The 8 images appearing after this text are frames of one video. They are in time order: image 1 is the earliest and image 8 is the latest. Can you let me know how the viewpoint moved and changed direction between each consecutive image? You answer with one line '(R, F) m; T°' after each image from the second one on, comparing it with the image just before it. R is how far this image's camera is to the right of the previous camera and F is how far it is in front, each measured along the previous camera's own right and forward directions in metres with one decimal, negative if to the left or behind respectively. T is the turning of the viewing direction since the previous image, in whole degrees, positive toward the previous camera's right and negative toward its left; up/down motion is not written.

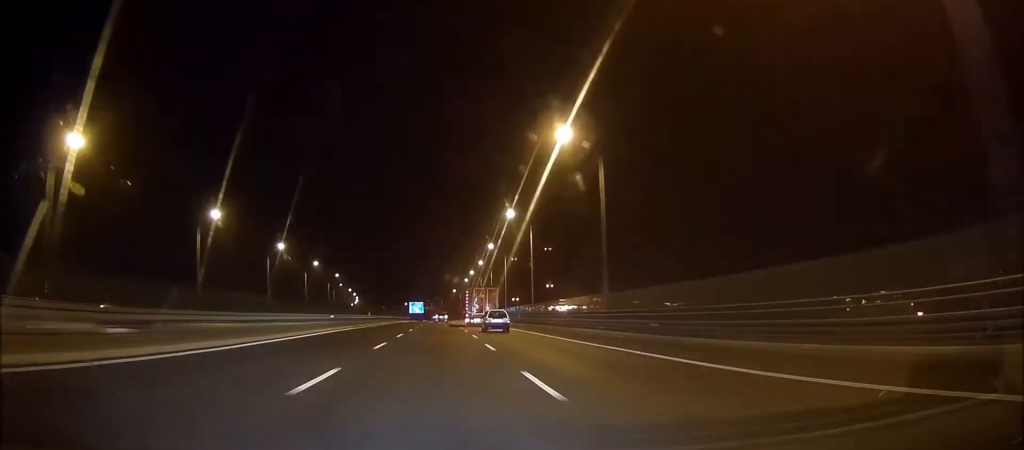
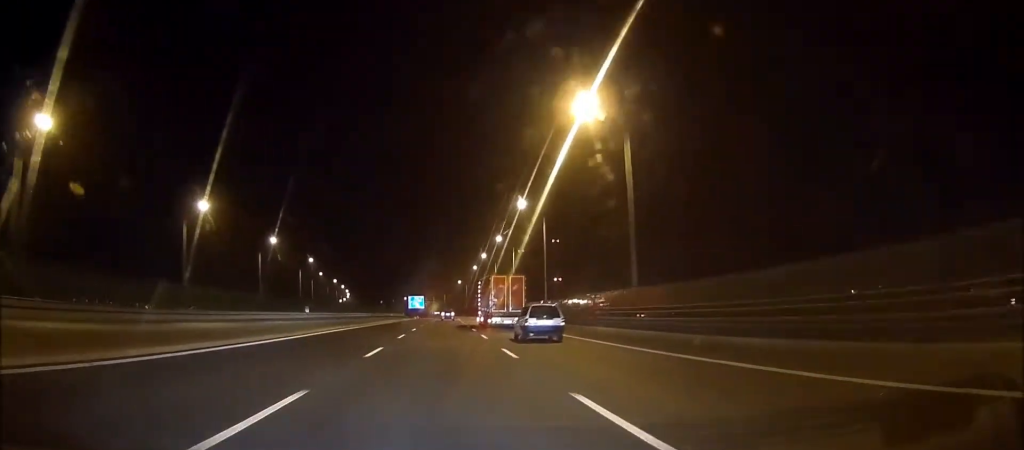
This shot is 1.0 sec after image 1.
(-0.9, +38.9) m; -2°
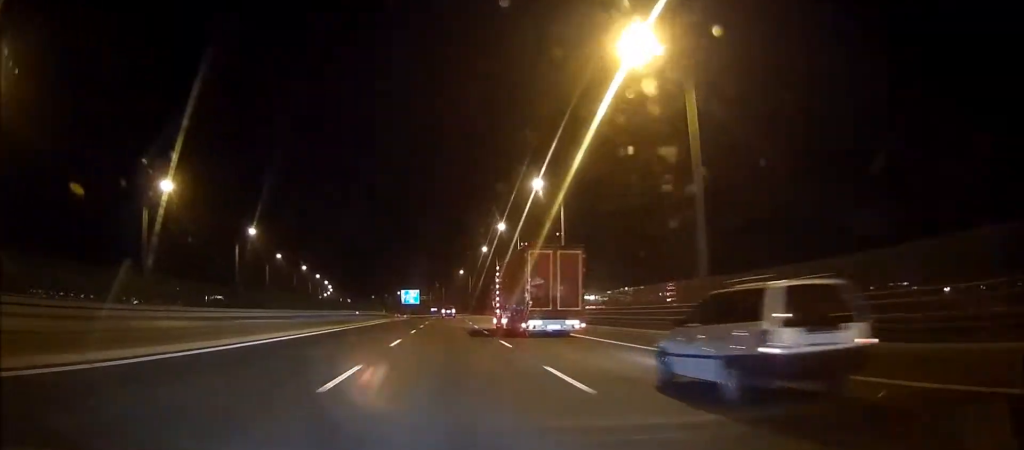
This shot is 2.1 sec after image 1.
(-0.1, +42.4) m; 0°
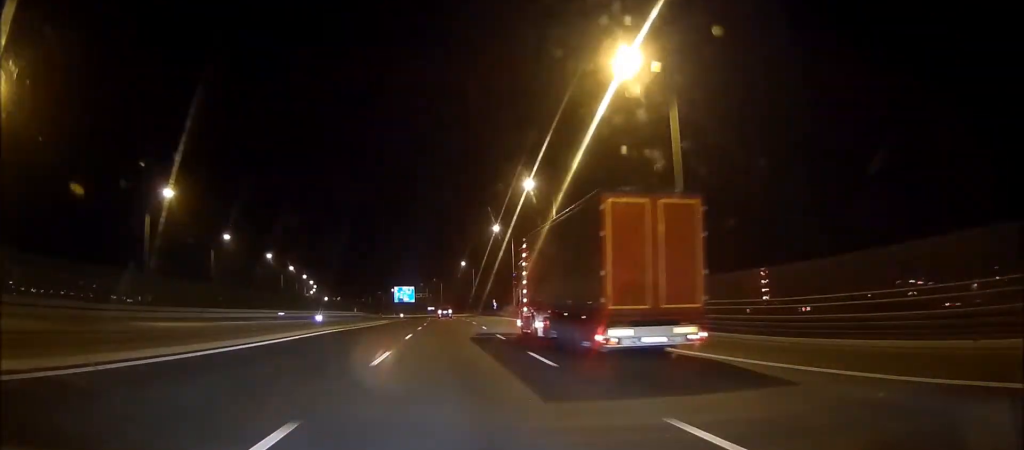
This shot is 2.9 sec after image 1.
(0.0, +30.4) m; 0°
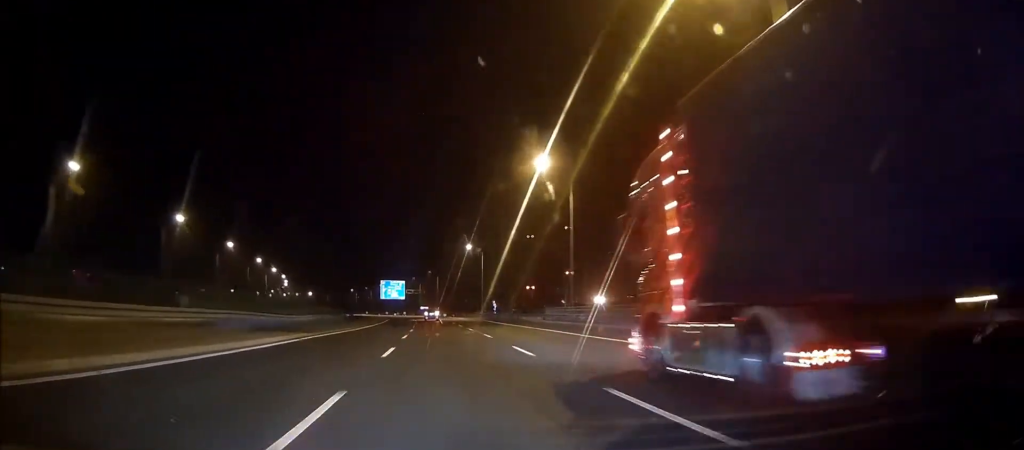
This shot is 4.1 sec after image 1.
(0.0, +44.0) m; 0°
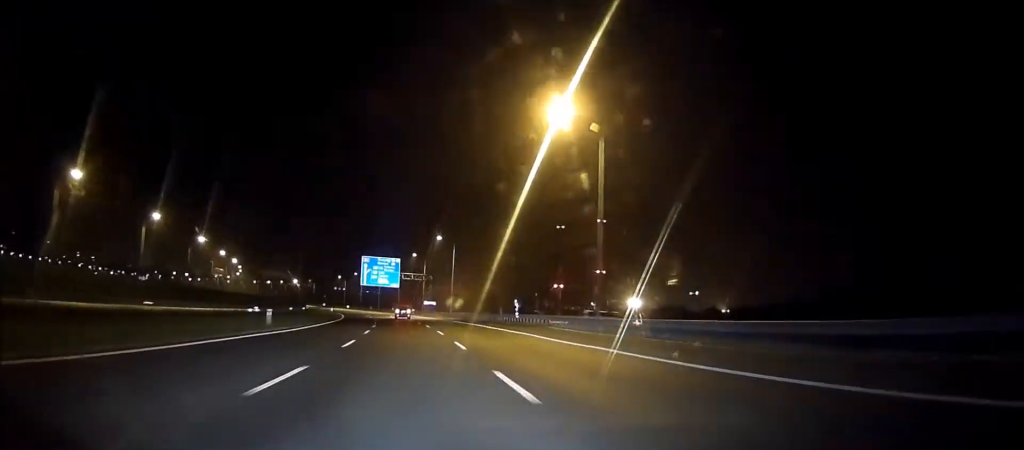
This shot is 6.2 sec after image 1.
(0.0, +79.0) m; 0°
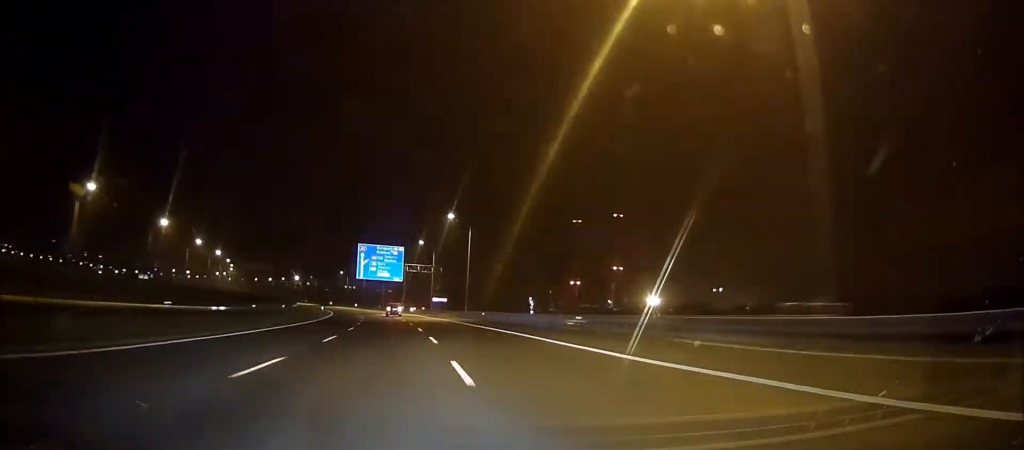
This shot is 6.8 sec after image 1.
(0.0, +21.8) m; 0°
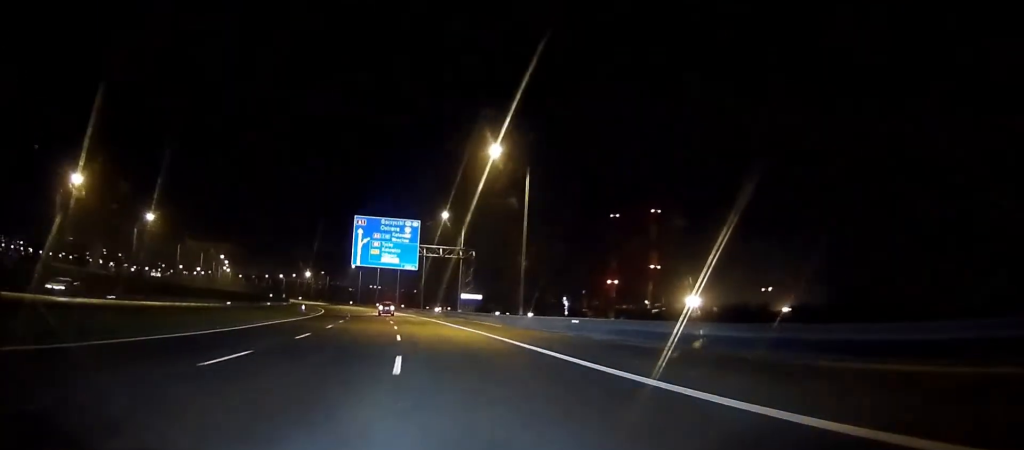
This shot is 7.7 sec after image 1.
(0.0, +33.7) m; 0°
